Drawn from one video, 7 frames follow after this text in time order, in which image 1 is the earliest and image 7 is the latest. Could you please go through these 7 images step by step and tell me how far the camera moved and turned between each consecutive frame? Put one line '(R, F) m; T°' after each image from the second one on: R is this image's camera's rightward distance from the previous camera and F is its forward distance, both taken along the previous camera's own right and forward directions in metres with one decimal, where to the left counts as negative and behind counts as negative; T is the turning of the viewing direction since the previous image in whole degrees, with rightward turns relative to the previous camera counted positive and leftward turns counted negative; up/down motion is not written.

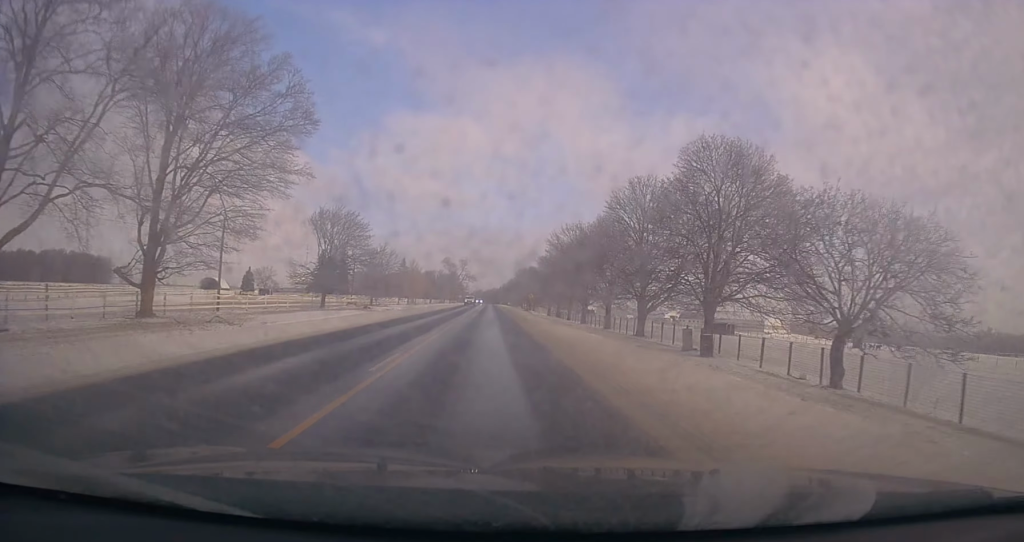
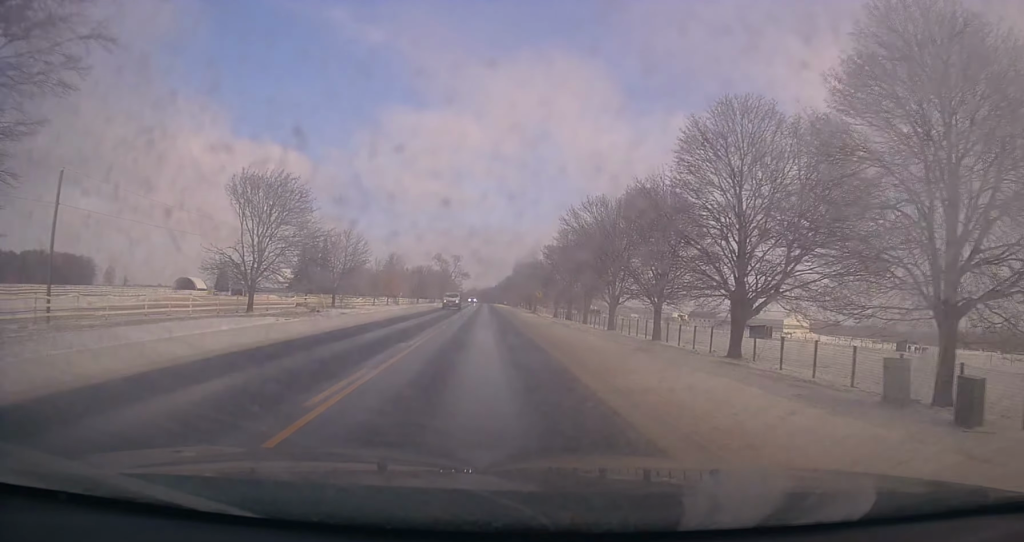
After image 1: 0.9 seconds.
(-0.4, +20.6) m; +1°
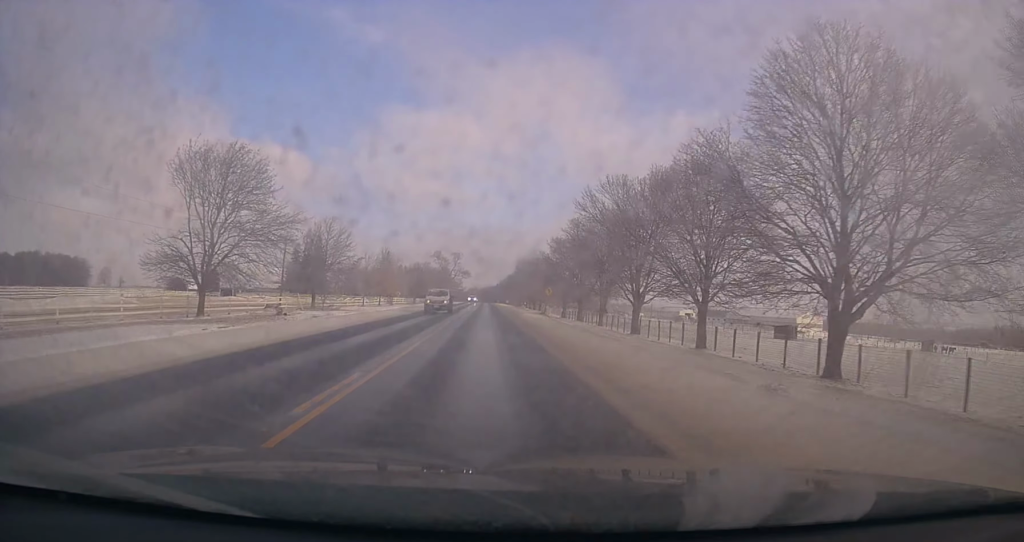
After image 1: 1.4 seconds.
(+0.1, +10.1) m; +1°
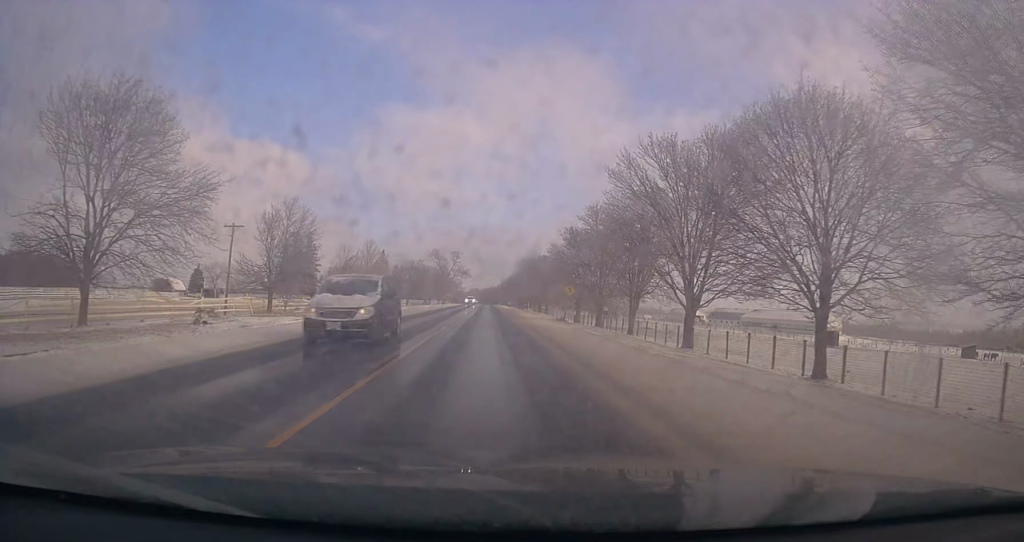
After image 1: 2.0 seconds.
(+0.6, +13.3) m; +1°
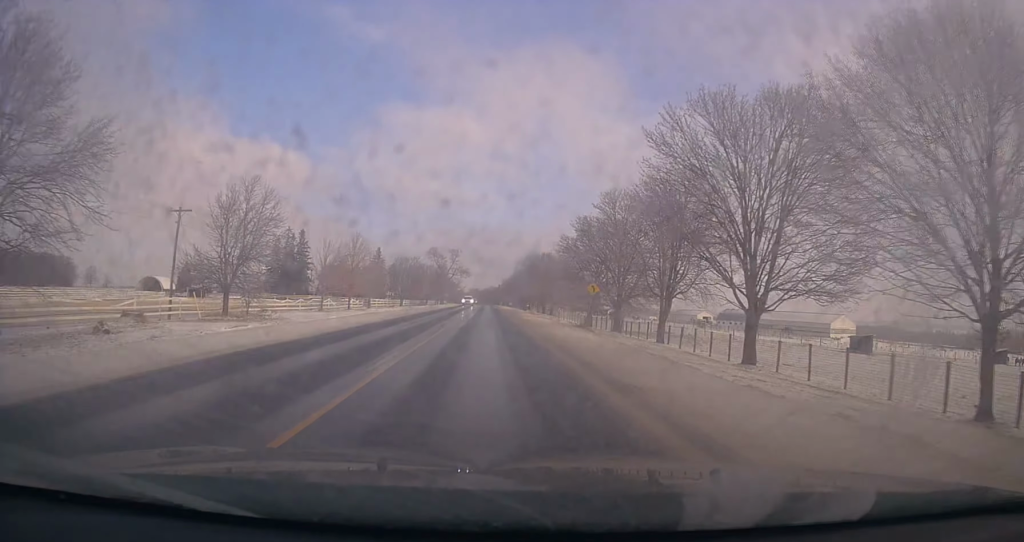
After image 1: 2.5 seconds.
(-0.1, +9.9) m; 0°
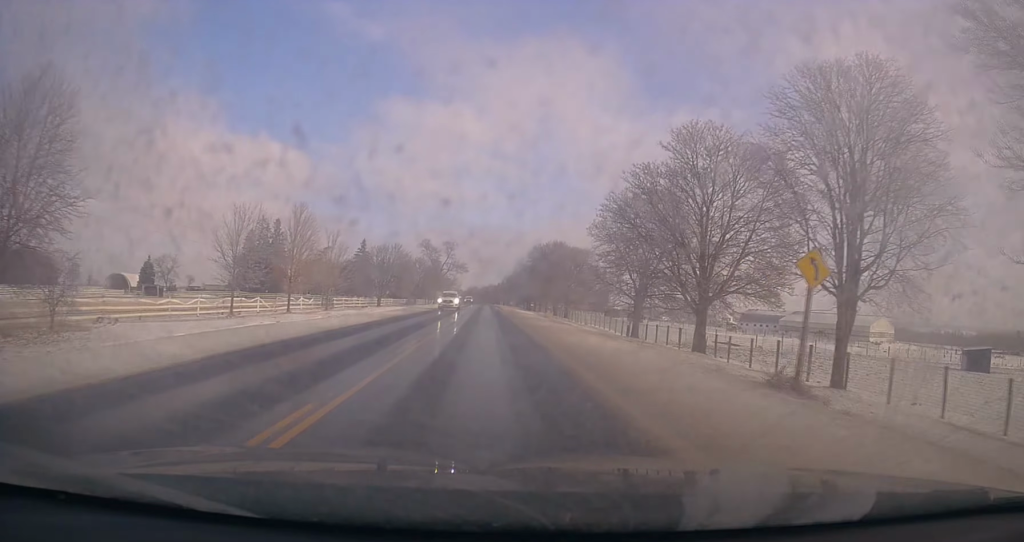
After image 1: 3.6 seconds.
(-0.6, +24.2) m; -1°
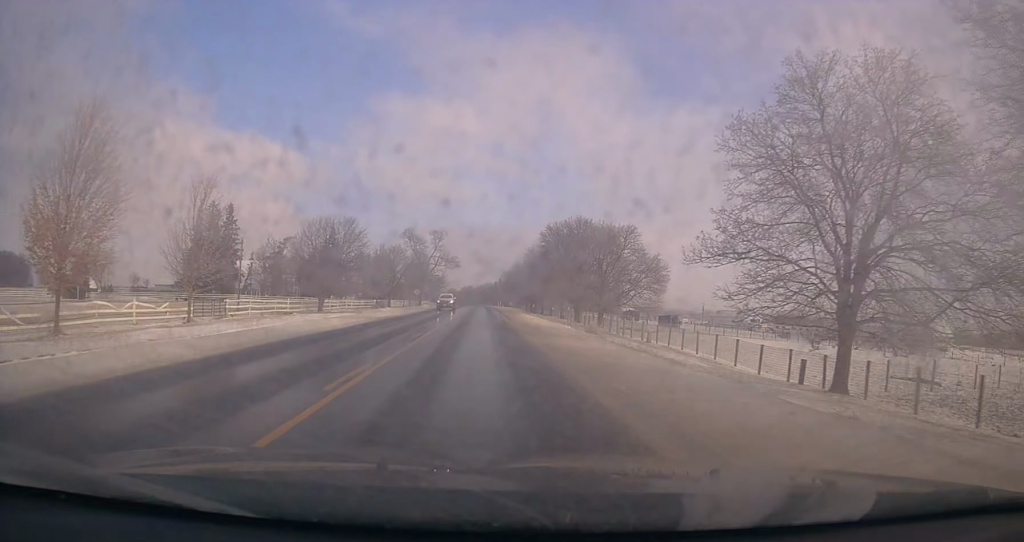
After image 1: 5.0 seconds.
(+0.9, +32.0) m; 0°
